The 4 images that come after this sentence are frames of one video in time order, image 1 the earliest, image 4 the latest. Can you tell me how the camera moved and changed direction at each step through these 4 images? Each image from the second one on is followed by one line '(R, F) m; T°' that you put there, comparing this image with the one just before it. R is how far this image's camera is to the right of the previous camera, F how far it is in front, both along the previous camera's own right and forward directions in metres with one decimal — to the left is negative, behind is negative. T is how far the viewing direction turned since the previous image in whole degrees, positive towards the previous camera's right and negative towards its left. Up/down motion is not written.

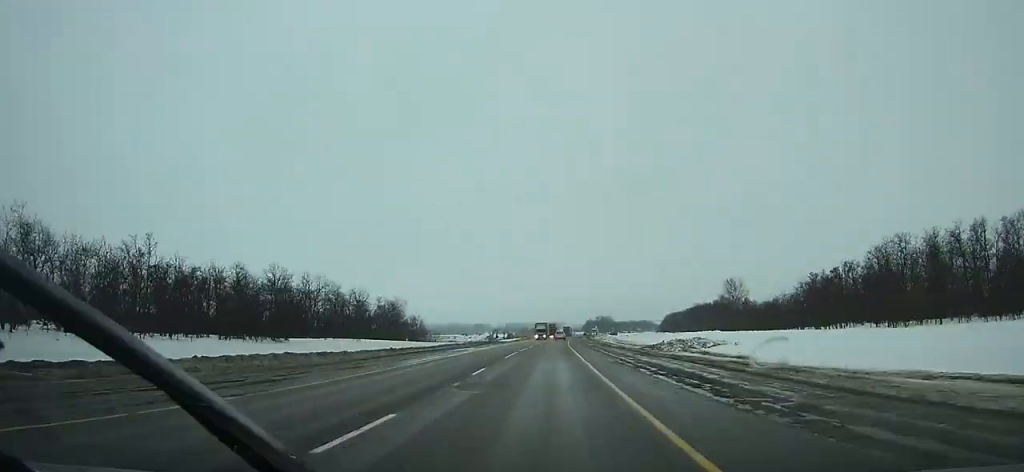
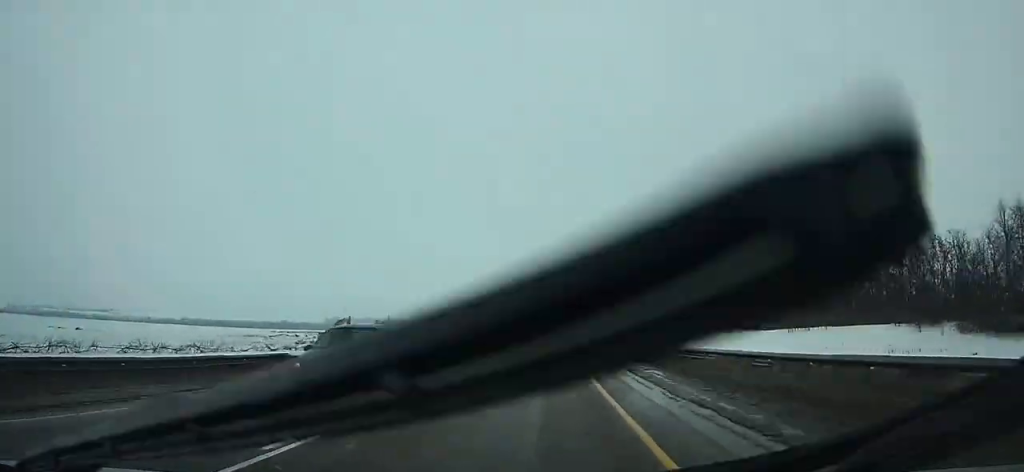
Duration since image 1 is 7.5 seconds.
(+6.9, +184.7) m; +5°
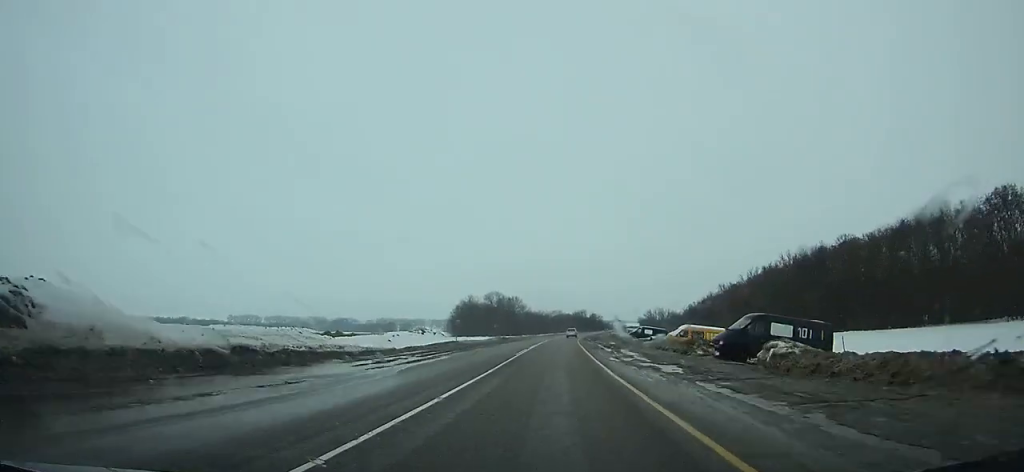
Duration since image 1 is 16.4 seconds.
(+10.5, +222.8) m; +6°
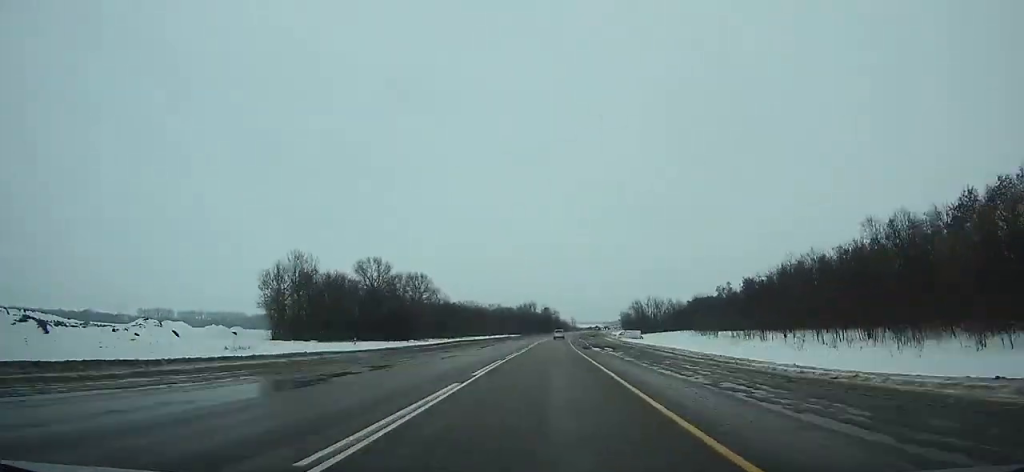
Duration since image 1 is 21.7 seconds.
(+4.9, +133.3) m; +4°
